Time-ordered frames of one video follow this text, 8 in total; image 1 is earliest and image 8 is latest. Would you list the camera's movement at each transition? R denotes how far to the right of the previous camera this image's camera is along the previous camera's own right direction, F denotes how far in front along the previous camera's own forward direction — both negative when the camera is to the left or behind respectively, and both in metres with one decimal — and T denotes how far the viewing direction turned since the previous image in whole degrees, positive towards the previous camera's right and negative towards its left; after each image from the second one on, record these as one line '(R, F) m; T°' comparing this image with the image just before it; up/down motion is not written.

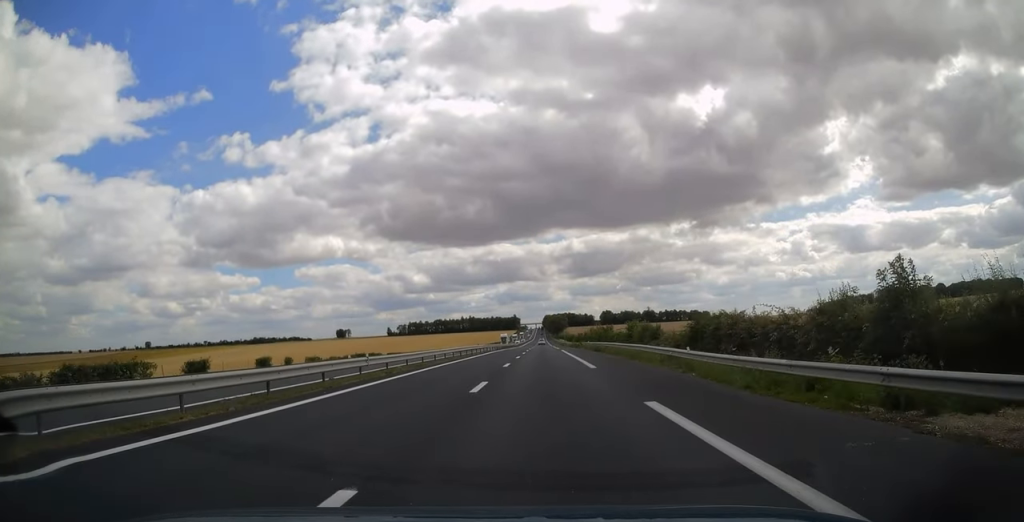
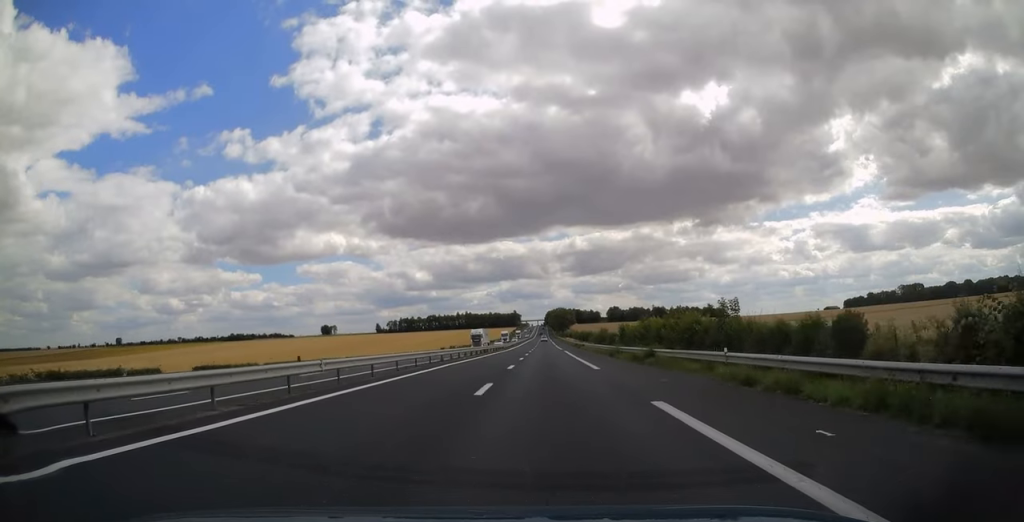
(-0.1, +51.2) m; 0°
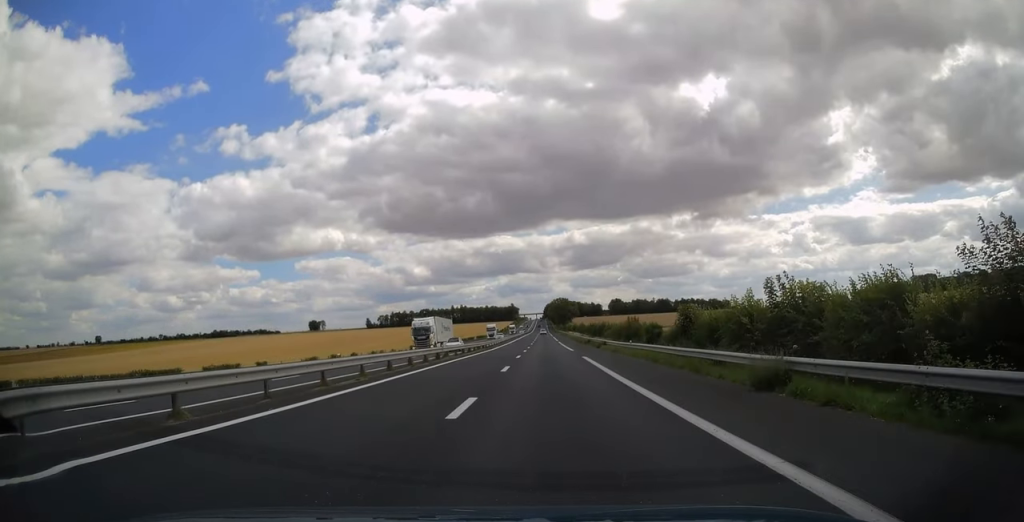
(0.0, +29.6) m; 0°
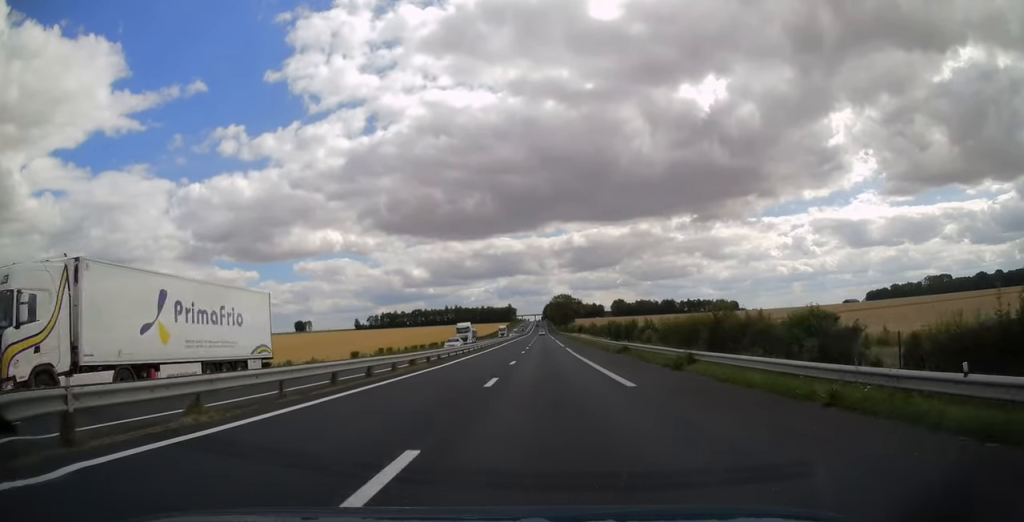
(0.0, +31.1) m; 0°
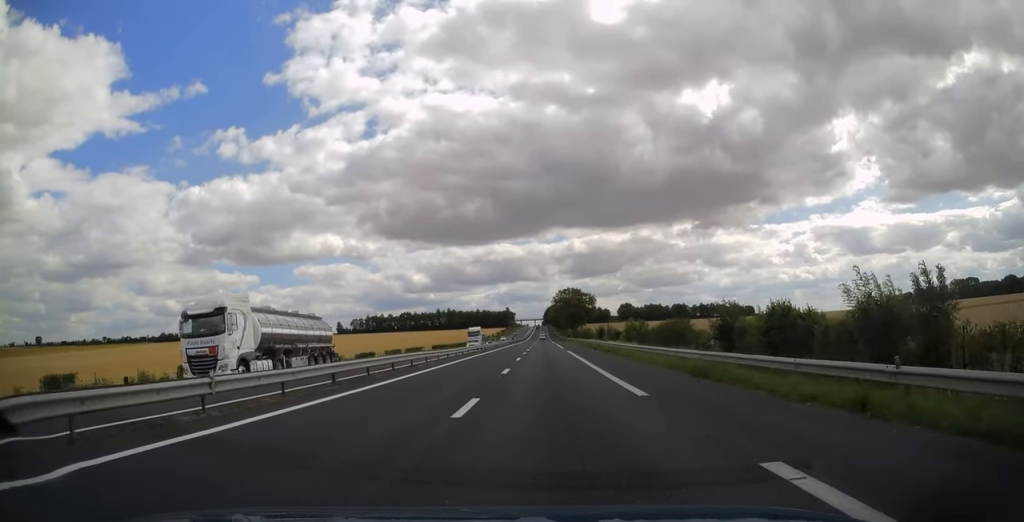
(0.0, +47.8) m; 0°
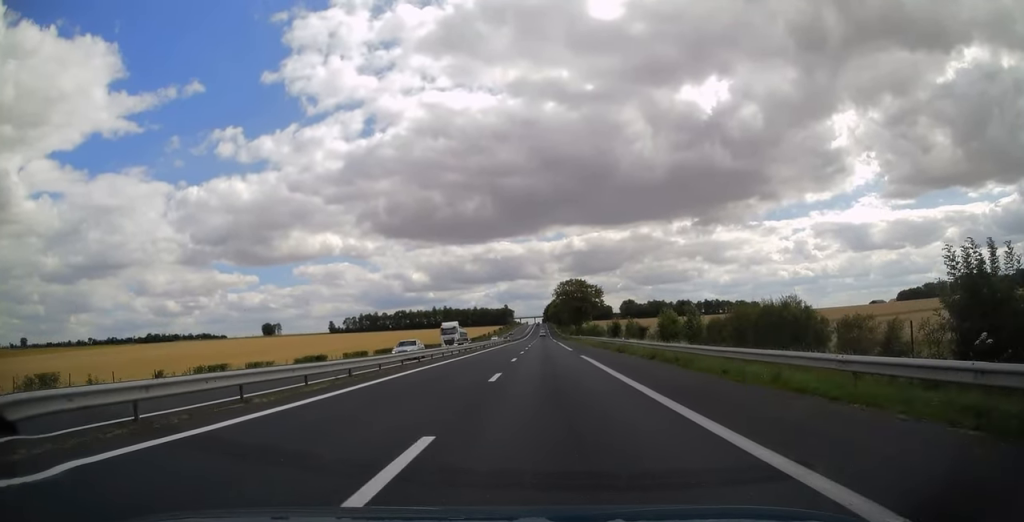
(0.0, +18.1) m; 0°
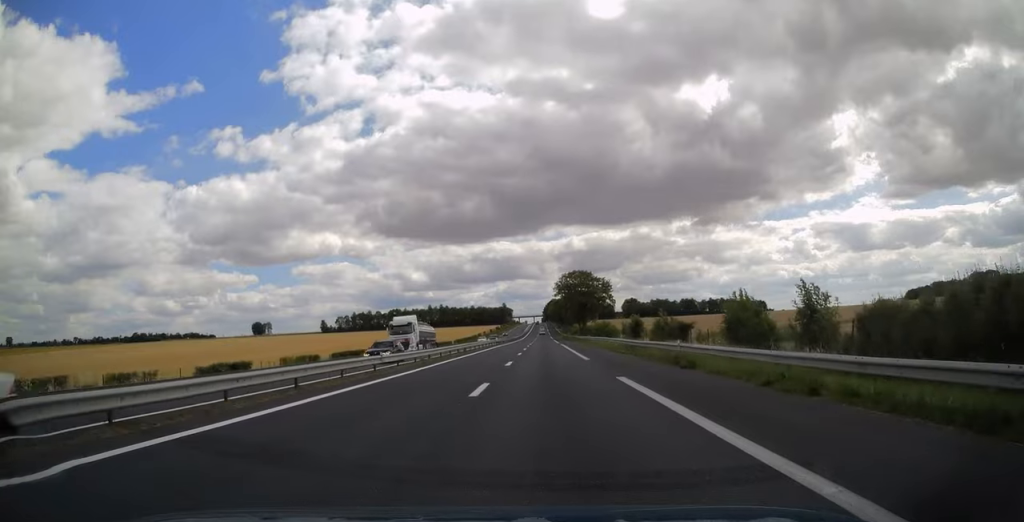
(0.0, +16.7) m; 0°
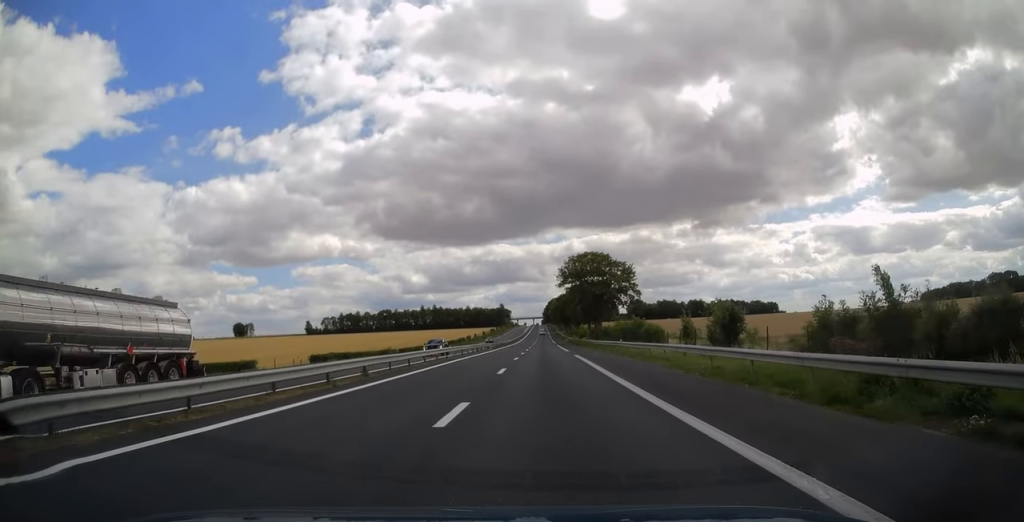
(0.0, +29.4) m; 0°
